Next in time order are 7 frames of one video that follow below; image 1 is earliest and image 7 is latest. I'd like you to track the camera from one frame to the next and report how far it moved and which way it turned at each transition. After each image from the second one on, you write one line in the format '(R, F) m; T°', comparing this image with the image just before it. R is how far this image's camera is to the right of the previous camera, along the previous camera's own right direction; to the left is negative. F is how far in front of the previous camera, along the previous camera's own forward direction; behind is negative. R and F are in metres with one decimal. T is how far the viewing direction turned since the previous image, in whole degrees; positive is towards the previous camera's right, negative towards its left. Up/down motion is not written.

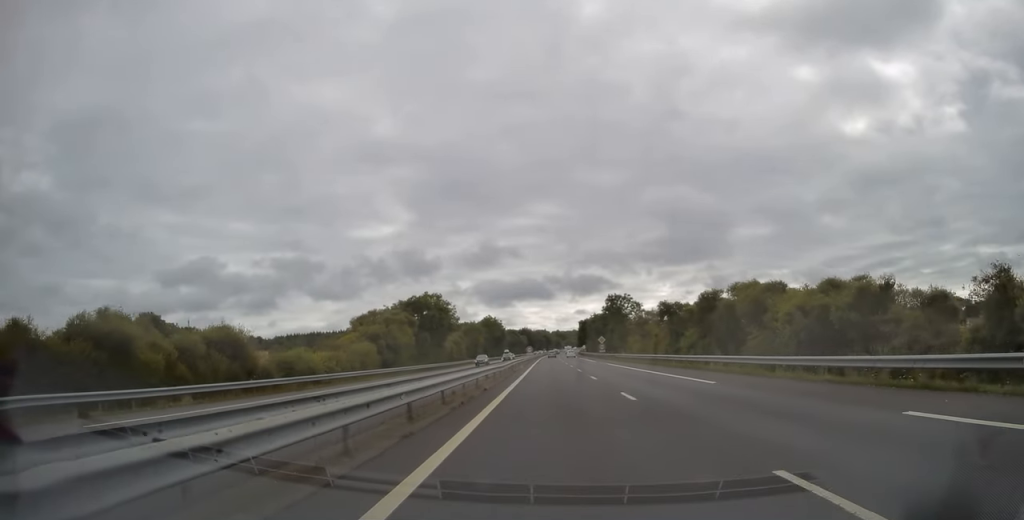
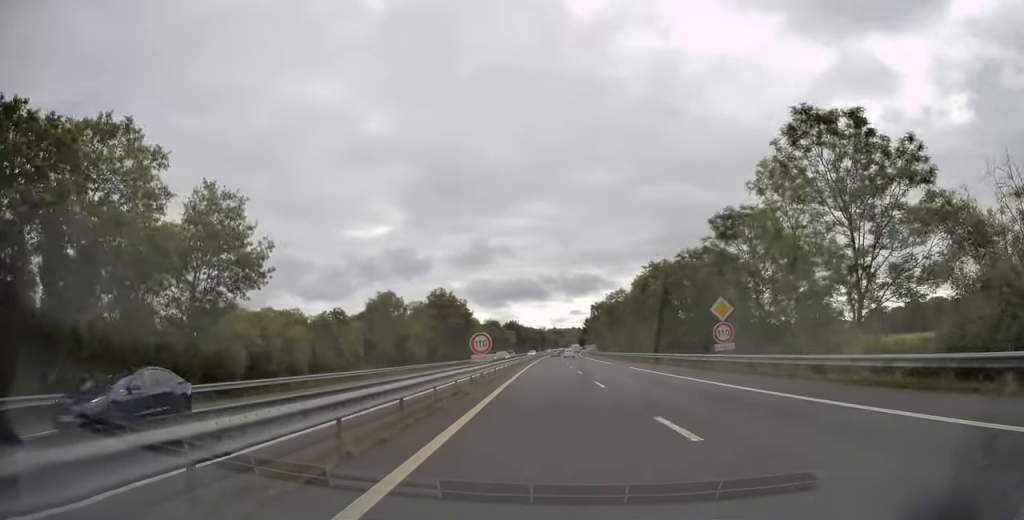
(+0.9, +71.4) m; +1°
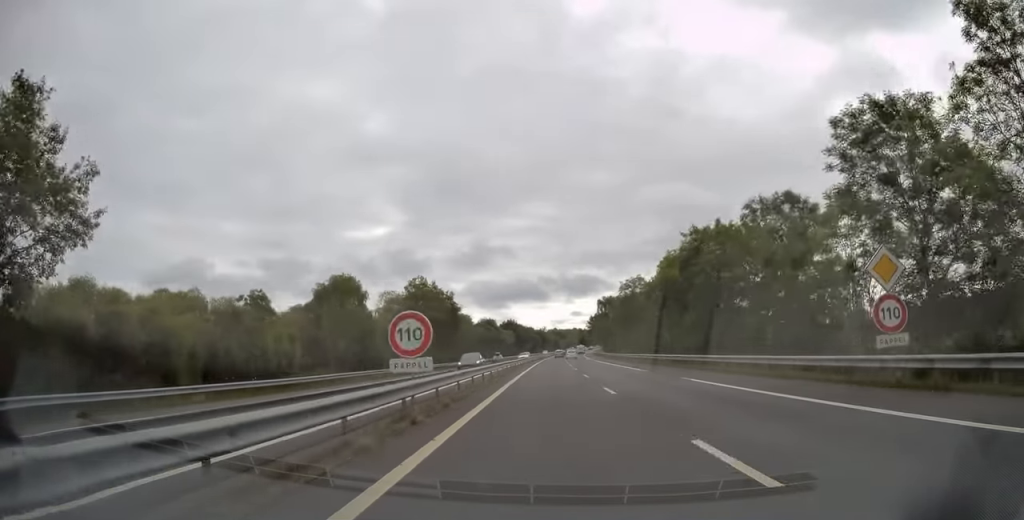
(-0.2, +15.7) m; 0°
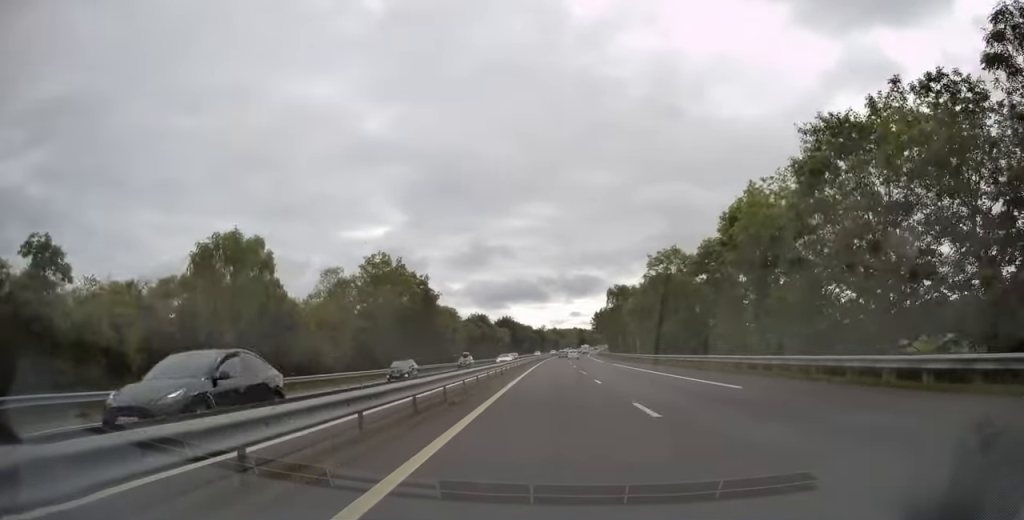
(-0.1, +19.3) m; 0°
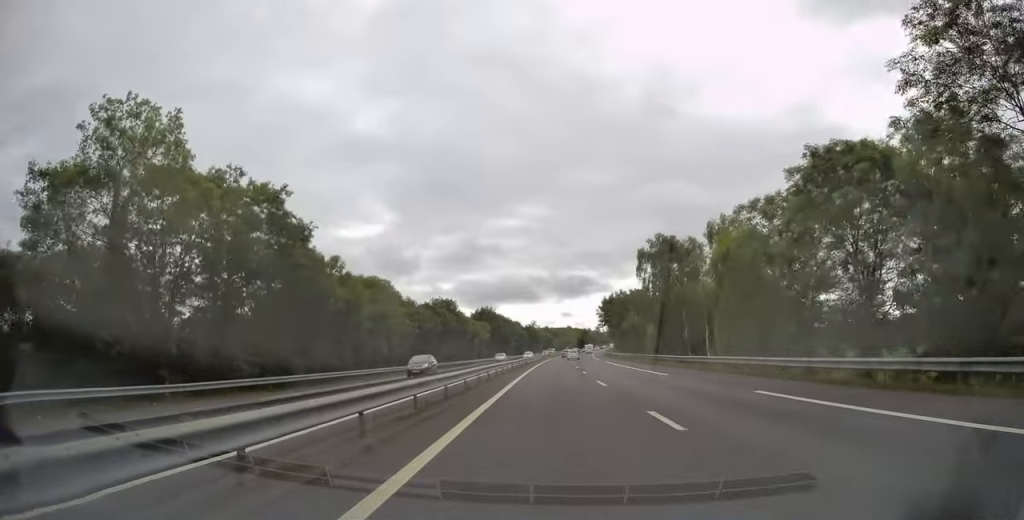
(+0.3, +40.0) m; +1°
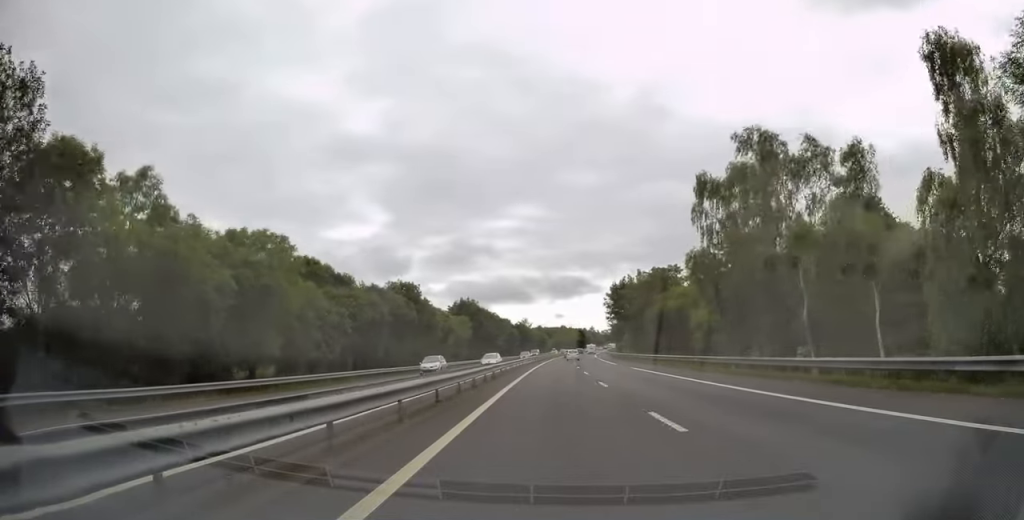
(+0.1, +25.4) m; 0°
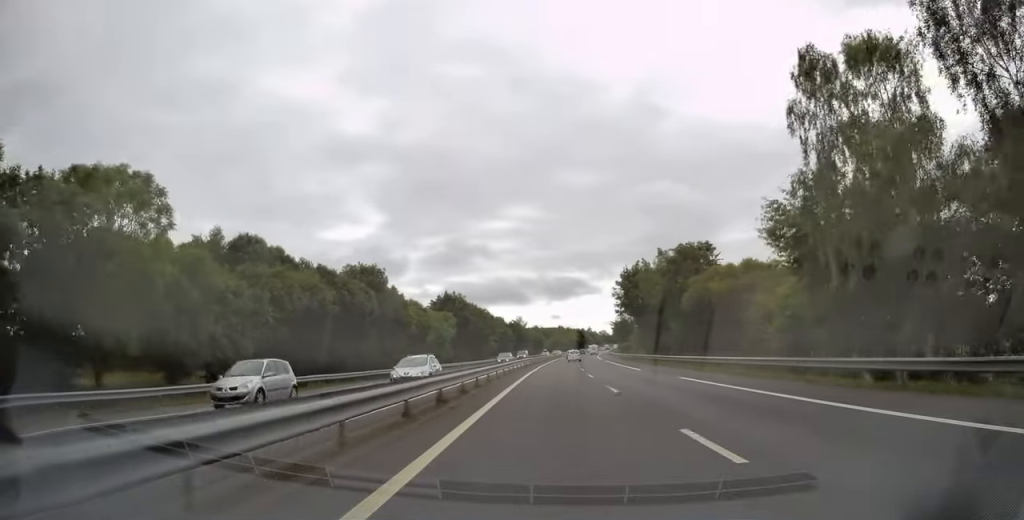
(0.0, +15.5) m; 0°
